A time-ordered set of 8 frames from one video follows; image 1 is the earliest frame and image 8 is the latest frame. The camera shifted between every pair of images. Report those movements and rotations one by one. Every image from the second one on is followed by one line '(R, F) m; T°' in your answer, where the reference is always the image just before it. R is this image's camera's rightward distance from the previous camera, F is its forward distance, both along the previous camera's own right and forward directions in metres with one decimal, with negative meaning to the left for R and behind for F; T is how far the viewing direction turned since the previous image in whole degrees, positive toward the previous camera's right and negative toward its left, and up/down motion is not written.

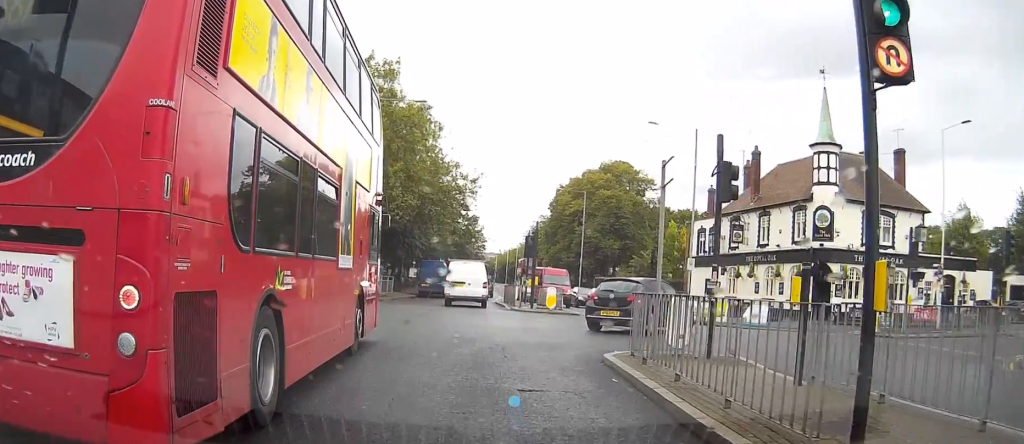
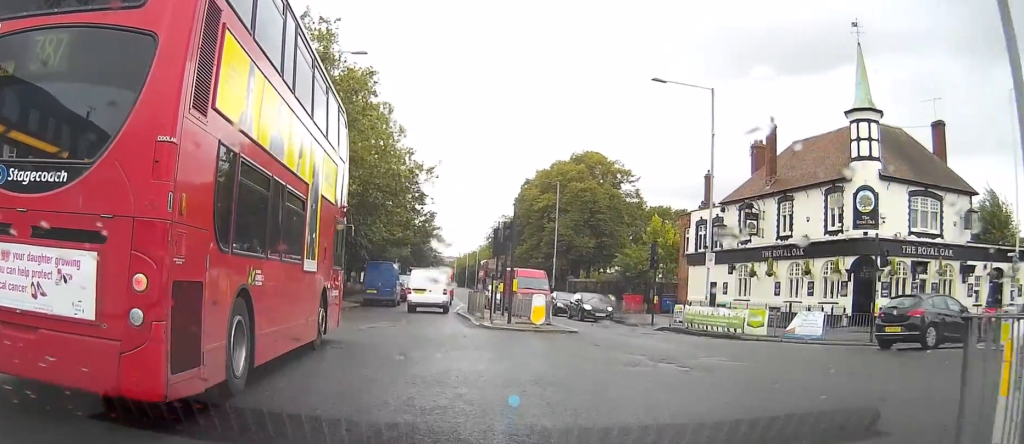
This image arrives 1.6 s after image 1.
(-0.1, +8.5) m; +2°
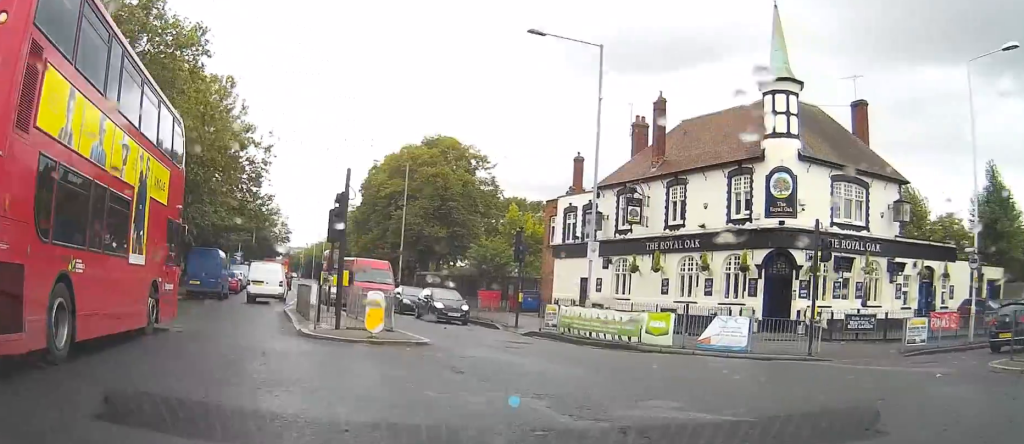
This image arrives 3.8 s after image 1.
(+1.5, +10.3) m; +18°
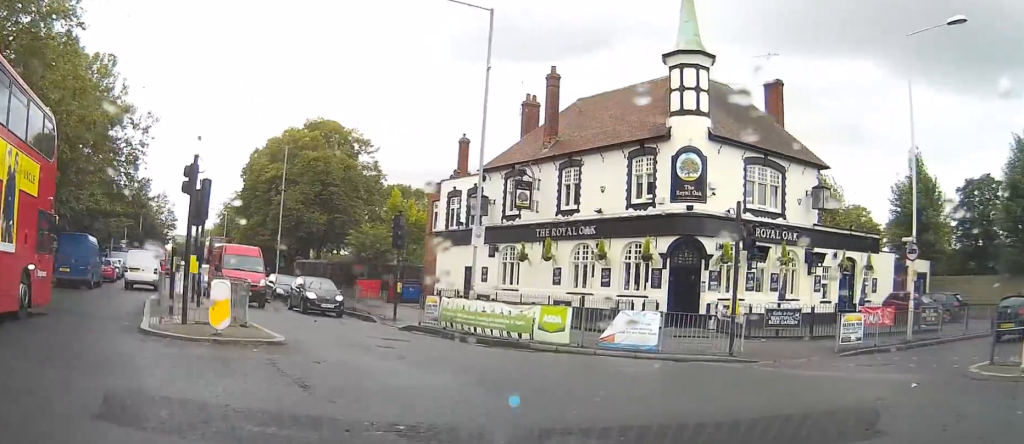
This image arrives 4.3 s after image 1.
(+0.1, +2.5) m; +10°
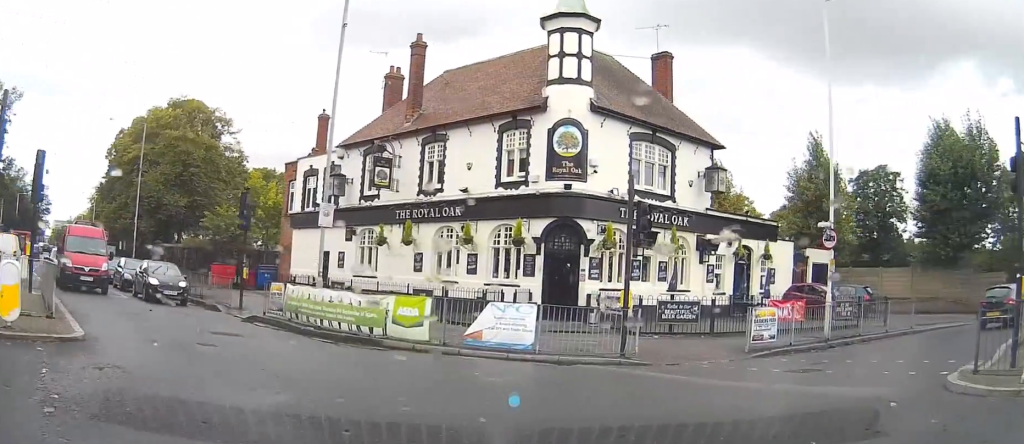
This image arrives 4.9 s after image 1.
(-0.2, +2.7) m; +12°
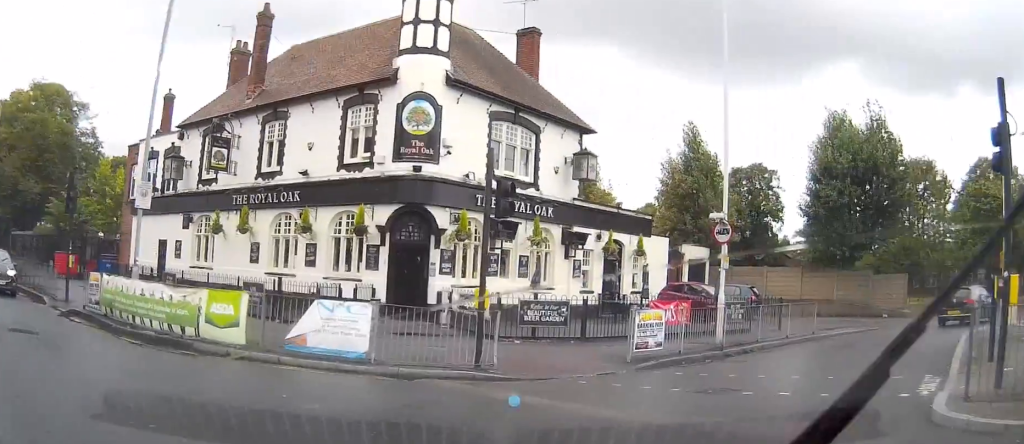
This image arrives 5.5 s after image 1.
(+0.8, +2.7) m; +16°
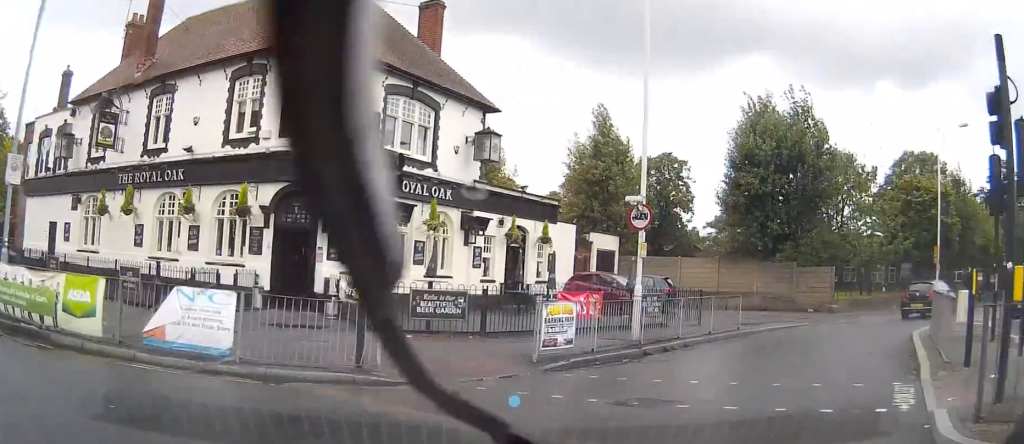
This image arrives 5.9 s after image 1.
(+0.1, +1.9) m; +9°
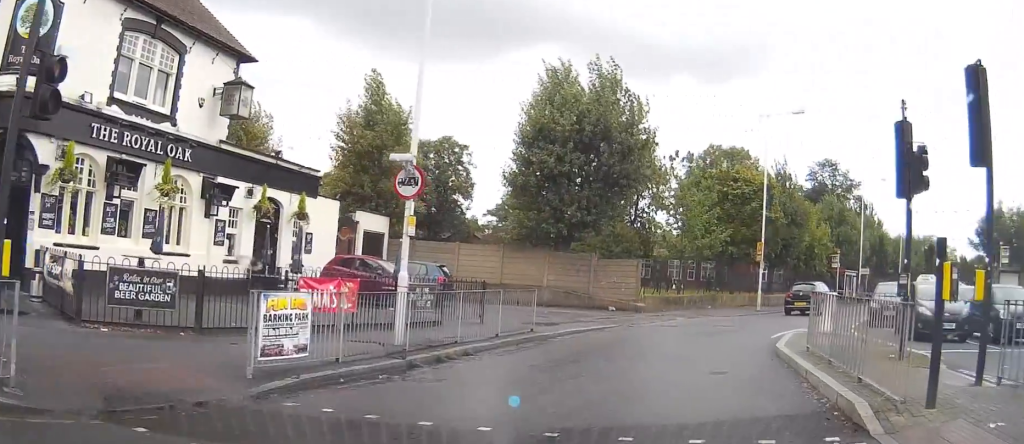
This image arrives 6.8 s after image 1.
(+0.6, +4.3) m; +6°
